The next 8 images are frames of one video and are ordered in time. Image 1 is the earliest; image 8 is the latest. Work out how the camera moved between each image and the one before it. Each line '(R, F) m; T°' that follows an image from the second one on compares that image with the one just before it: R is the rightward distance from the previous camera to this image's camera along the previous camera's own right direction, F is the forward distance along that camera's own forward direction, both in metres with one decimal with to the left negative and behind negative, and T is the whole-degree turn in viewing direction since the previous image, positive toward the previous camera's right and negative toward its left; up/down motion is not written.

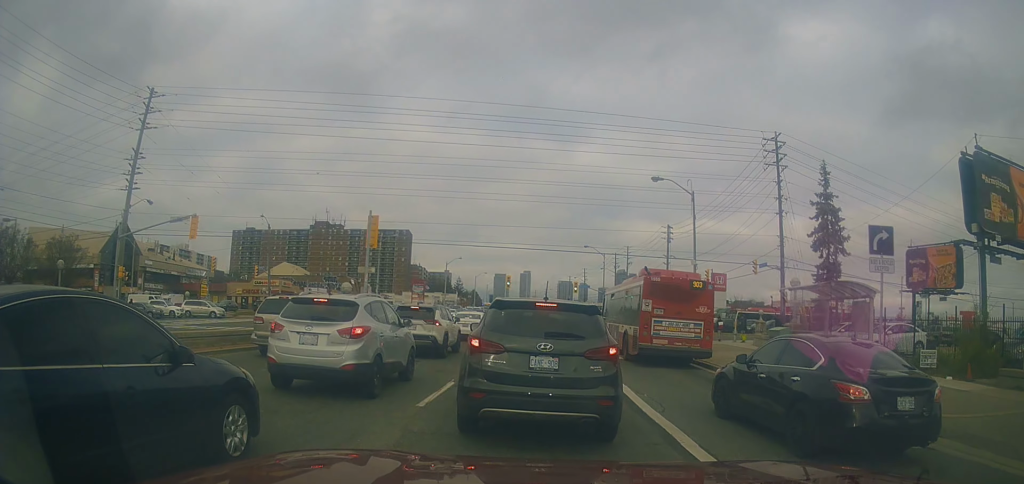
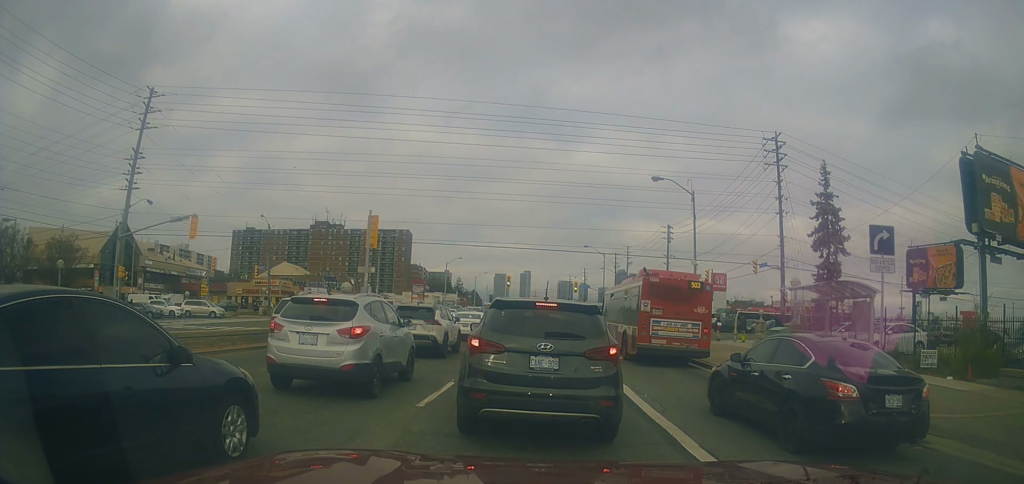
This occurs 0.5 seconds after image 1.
(0.0, 0.0) m; 0°
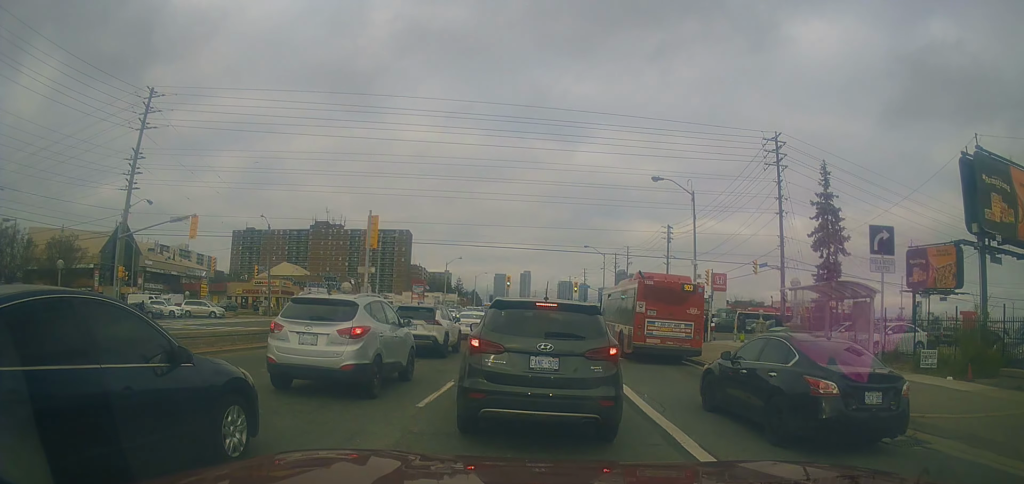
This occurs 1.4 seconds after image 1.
(0.0, 0.0) m; 0°
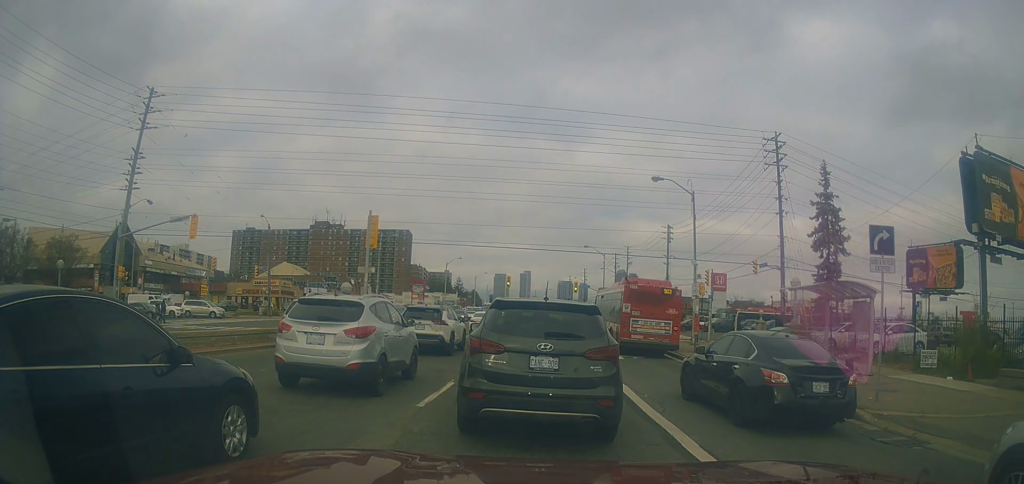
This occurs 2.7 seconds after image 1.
(0.0, 0.0) m; 0°
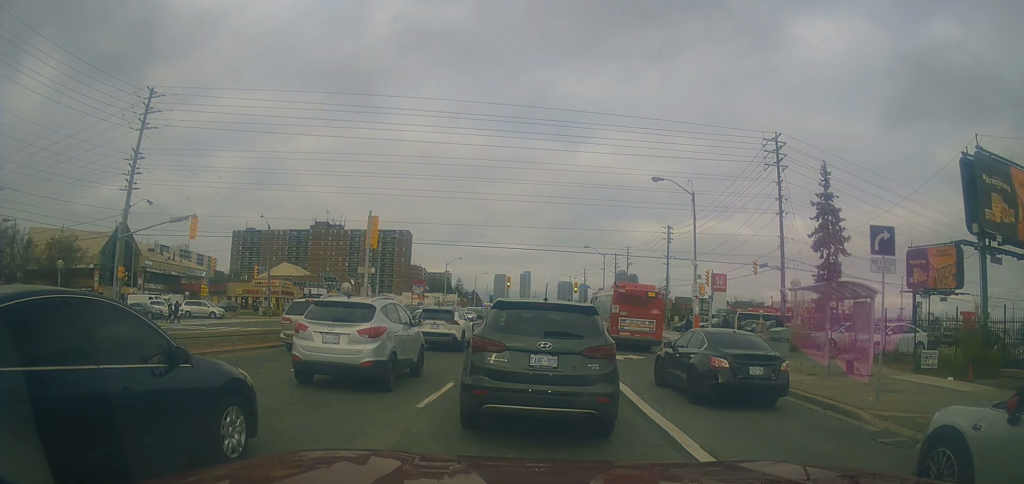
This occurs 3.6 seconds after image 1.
(0.0, 0.0) m; 0°
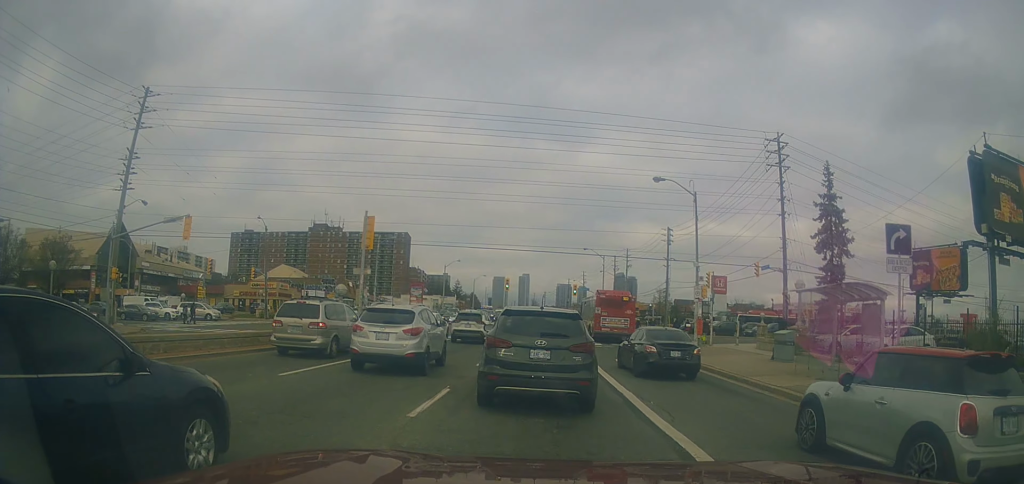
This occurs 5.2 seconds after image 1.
(0.0, +0.1) m; 0°
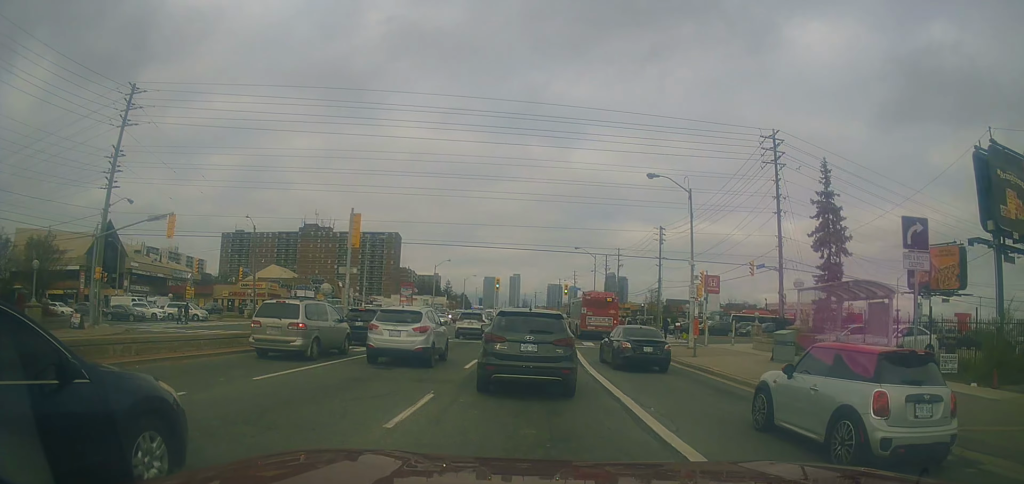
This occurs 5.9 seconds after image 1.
(0.0, +0.3) m; 0°
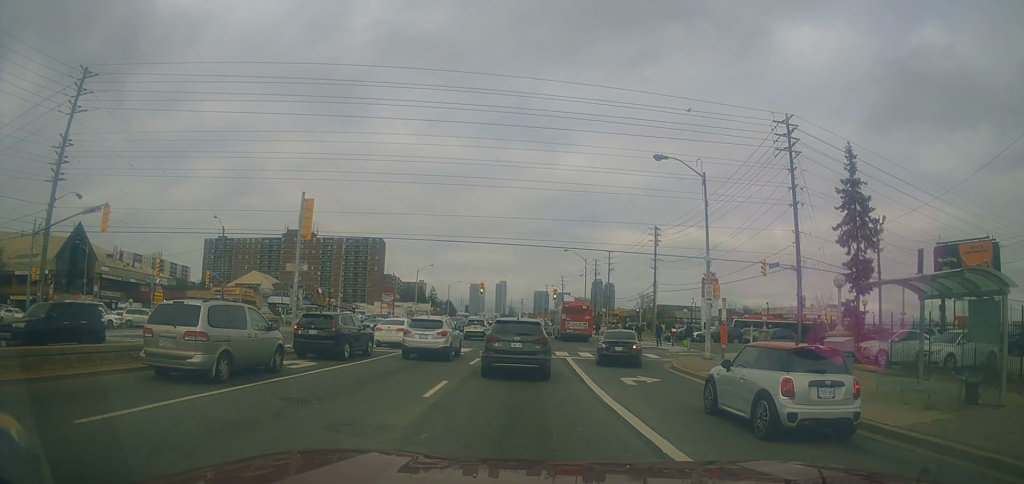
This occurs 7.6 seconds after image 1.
(0.0, +3.6) m; 0°
